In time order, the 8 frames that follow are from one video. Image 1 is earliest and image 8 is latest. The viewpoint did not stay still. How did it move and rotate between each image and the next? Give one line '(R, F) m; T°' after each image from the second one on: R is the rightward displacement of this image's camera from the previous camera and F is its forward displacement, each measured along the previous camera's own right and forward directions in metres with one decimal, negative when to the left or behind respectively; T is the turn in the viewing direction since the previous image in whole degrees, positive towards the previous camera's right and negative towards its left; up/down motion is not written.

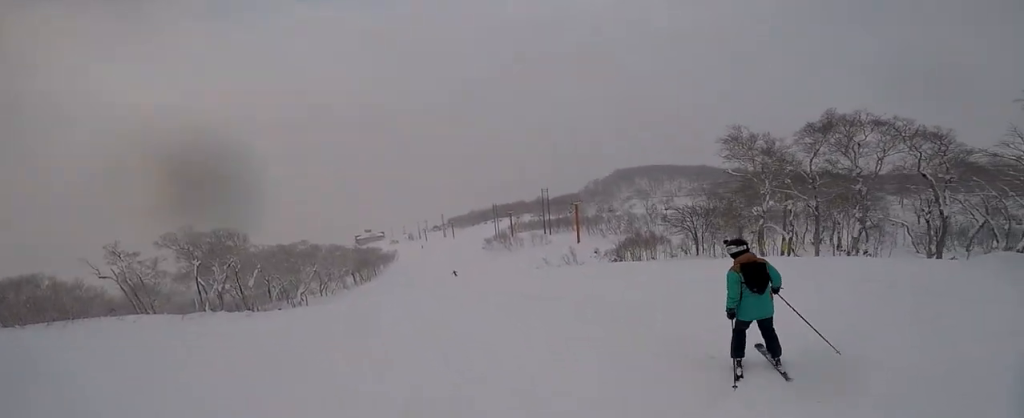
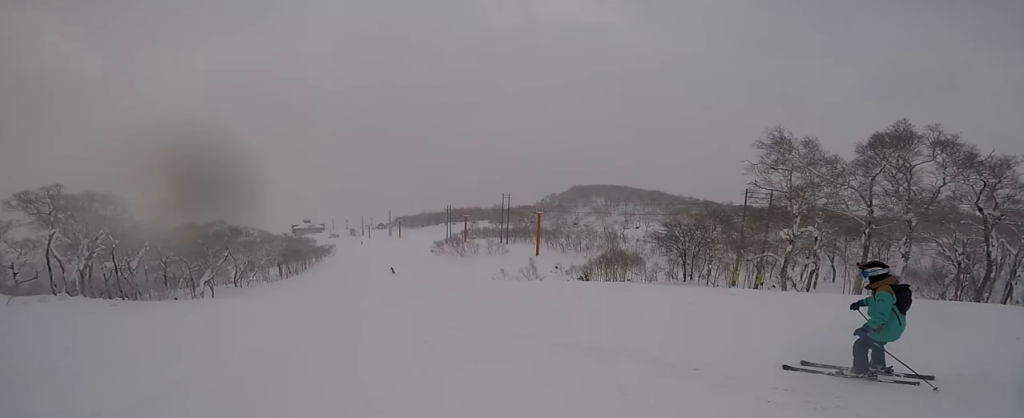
(+0.2, +8.1) m; -1°
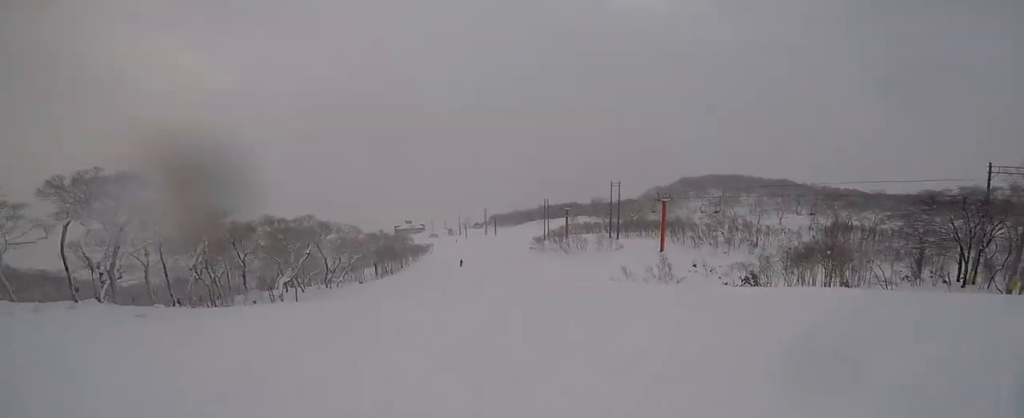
(-2.0, +13.2) m; -12°
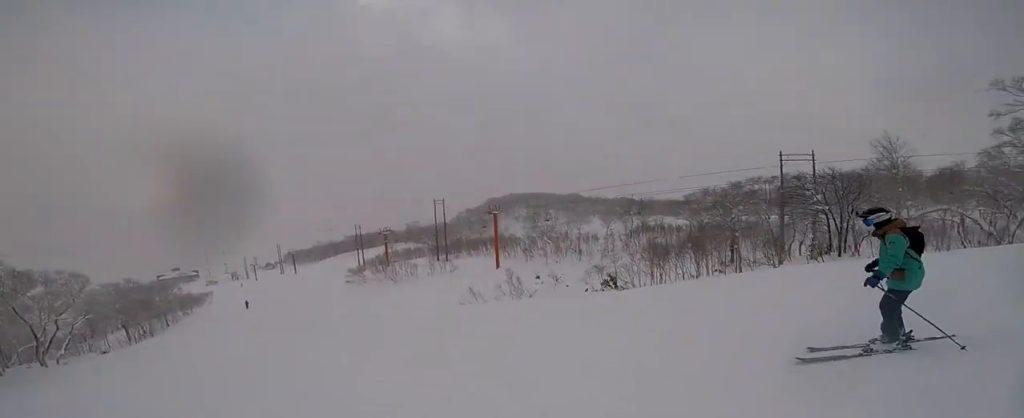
(+0.2, +10.3) m; +10°
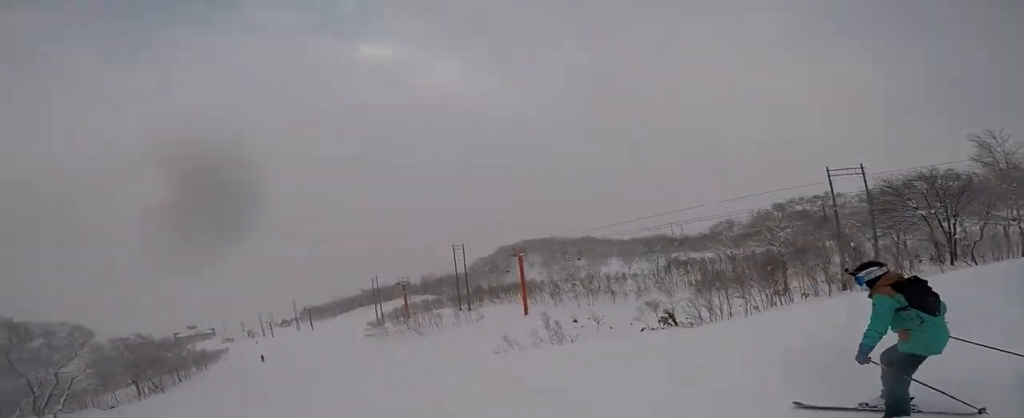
(+0.8, +5.6) m; 0°
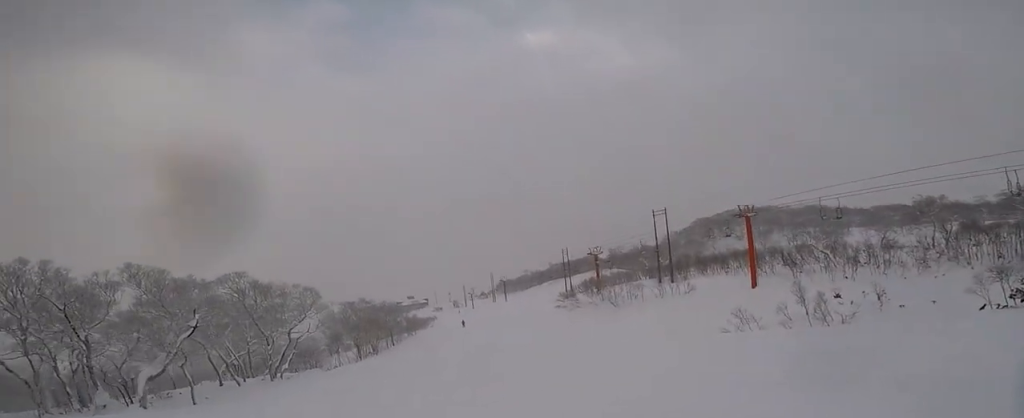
(-0.4, +7.5) m; 0°
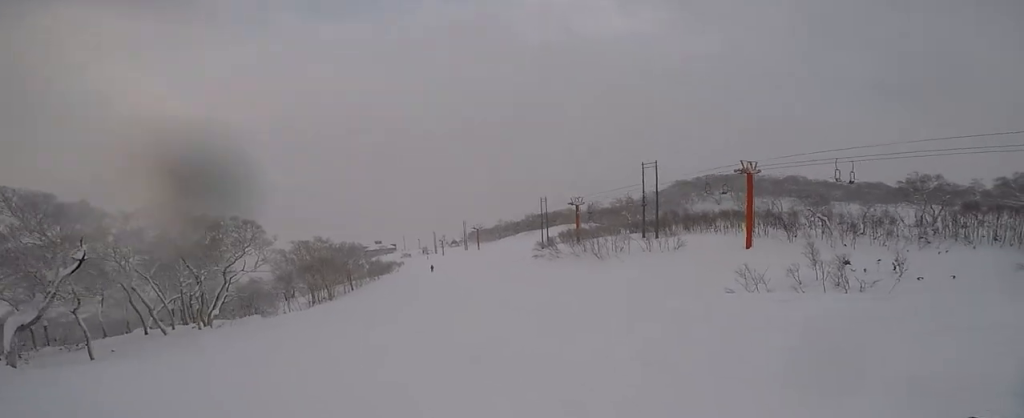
(0.0, +5.4) m; 0°
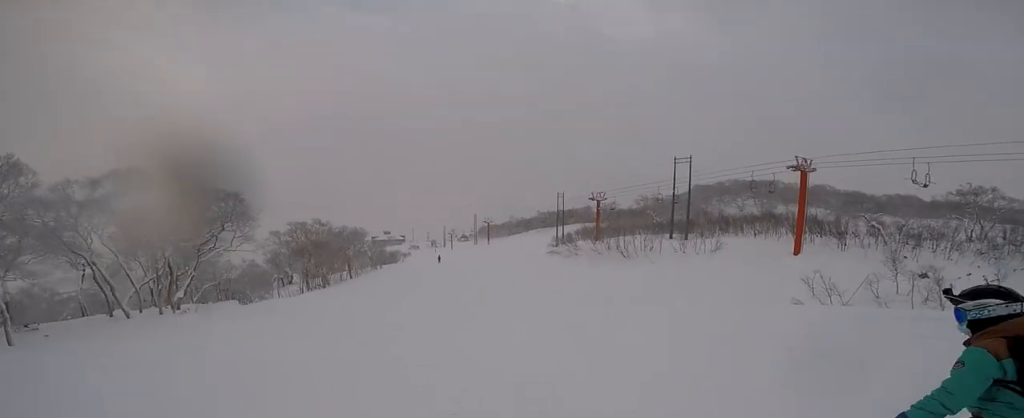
(+0.8, +5.6) m; -1°
